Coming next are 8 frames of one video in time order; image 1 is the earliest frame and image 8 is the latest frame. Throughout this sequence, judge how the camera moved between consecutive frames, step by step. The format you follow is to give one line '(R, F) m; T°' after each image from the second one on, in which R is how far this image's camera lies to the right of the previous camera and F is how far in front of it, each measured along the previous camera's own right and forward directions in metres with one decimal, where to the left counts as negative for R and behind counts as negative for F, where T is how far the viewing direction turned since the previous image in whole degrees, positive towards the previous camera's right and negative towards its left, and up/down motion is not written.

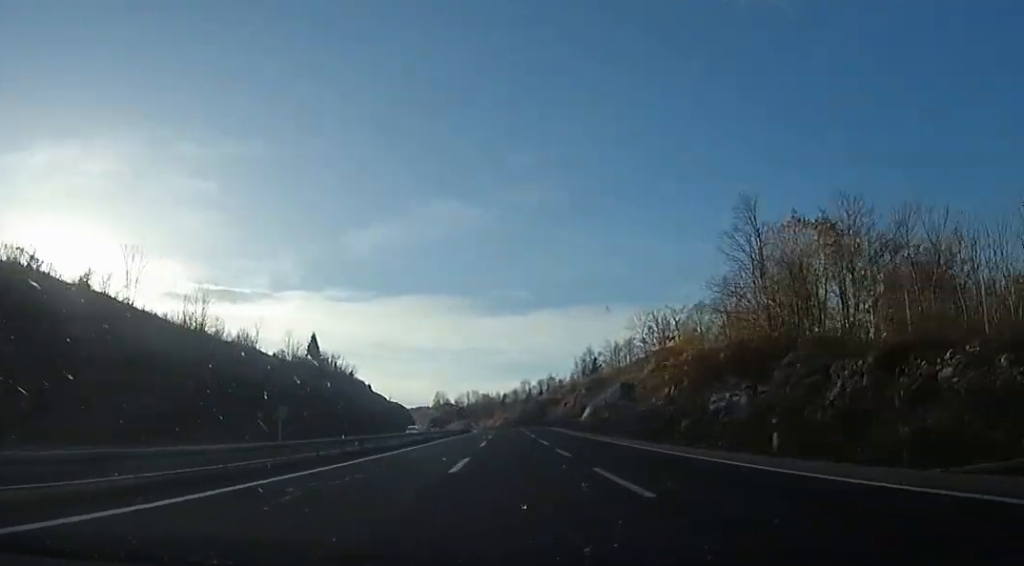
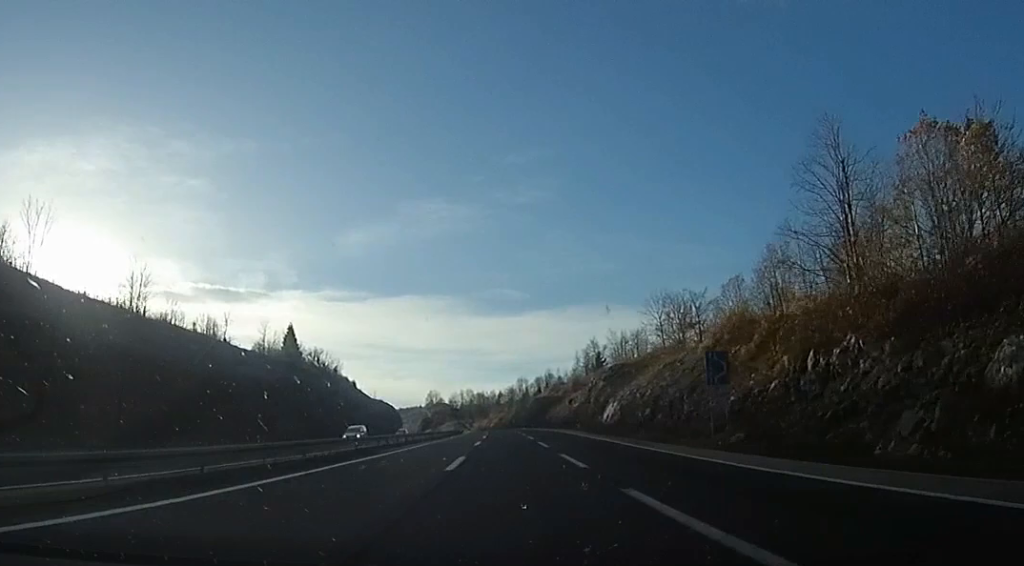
(+0.7, +16.8) m; +2°
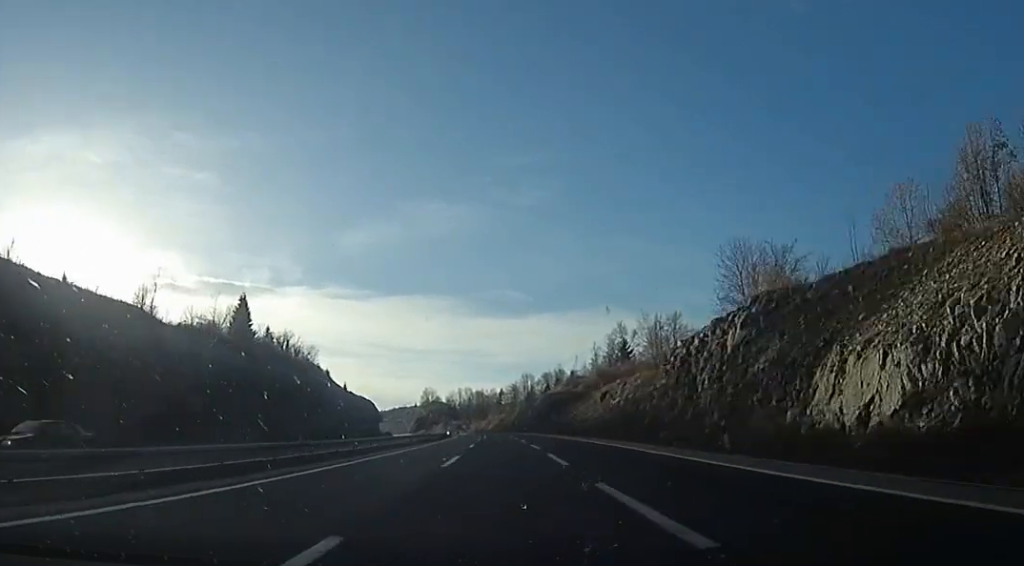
(+0.4, +34.4) m; +1°
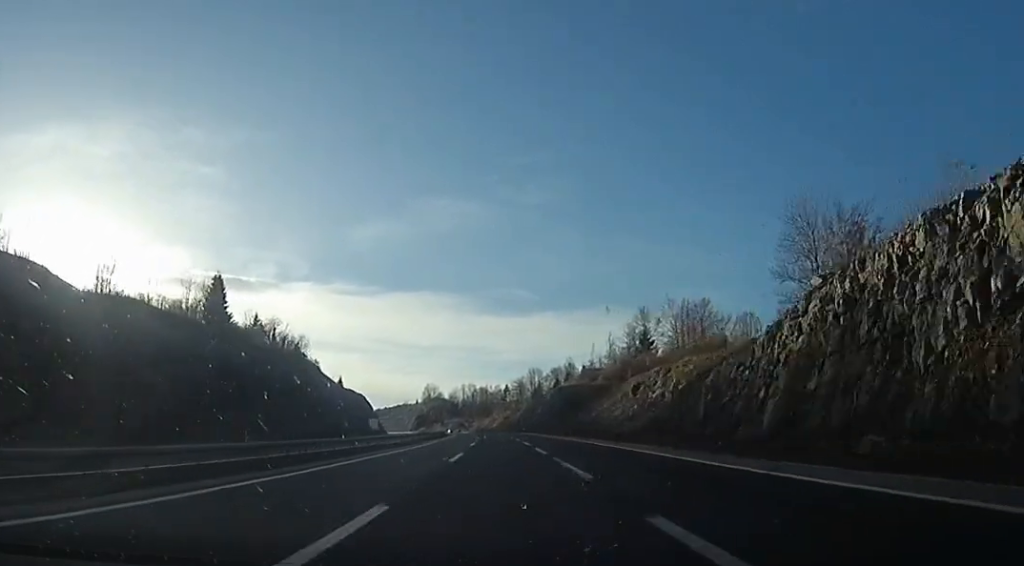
(0.0, +15.7) m; -2°
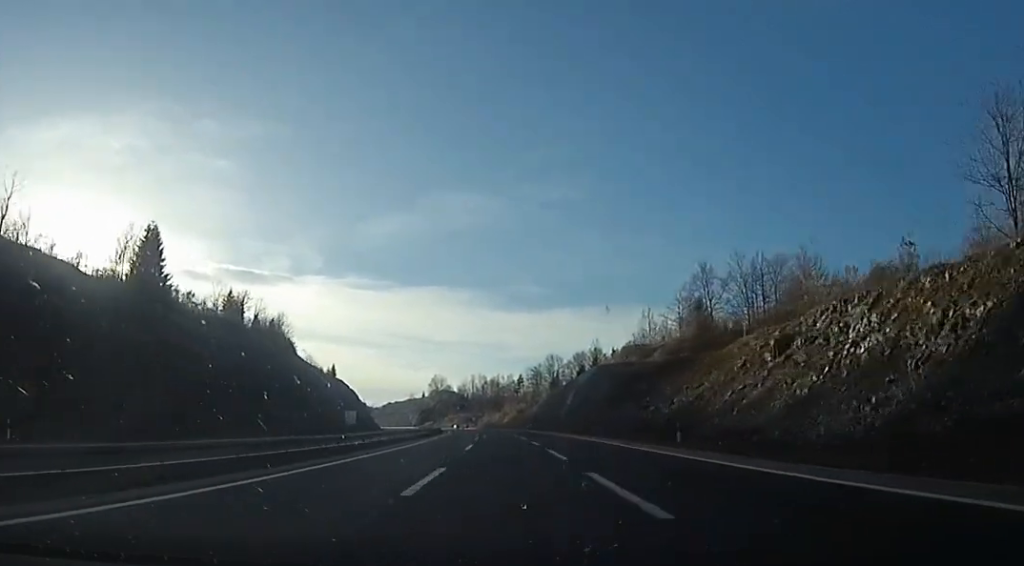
(-0.9, +28.9) m; -1°
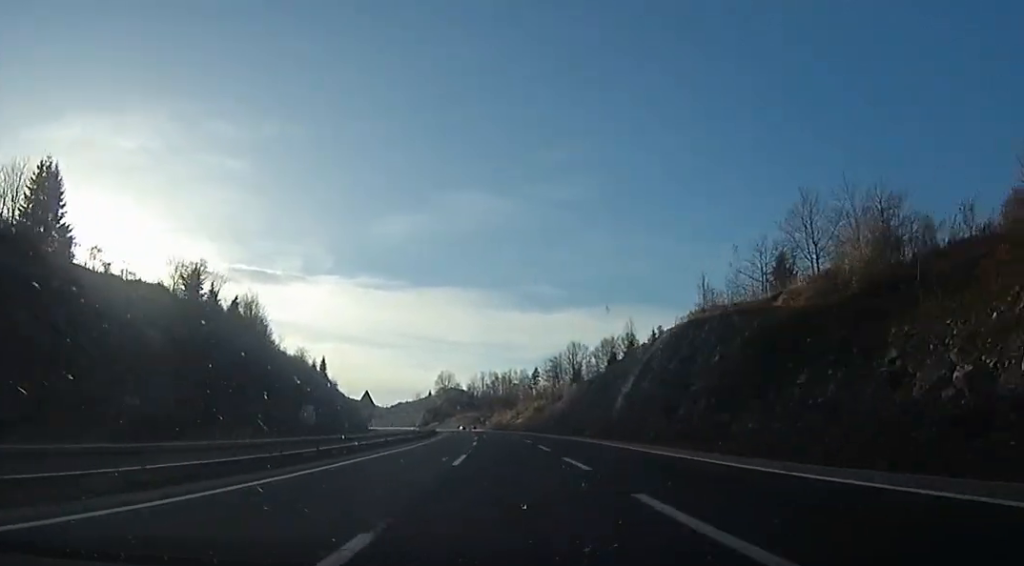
(+0.2, +27.6) m; 0°
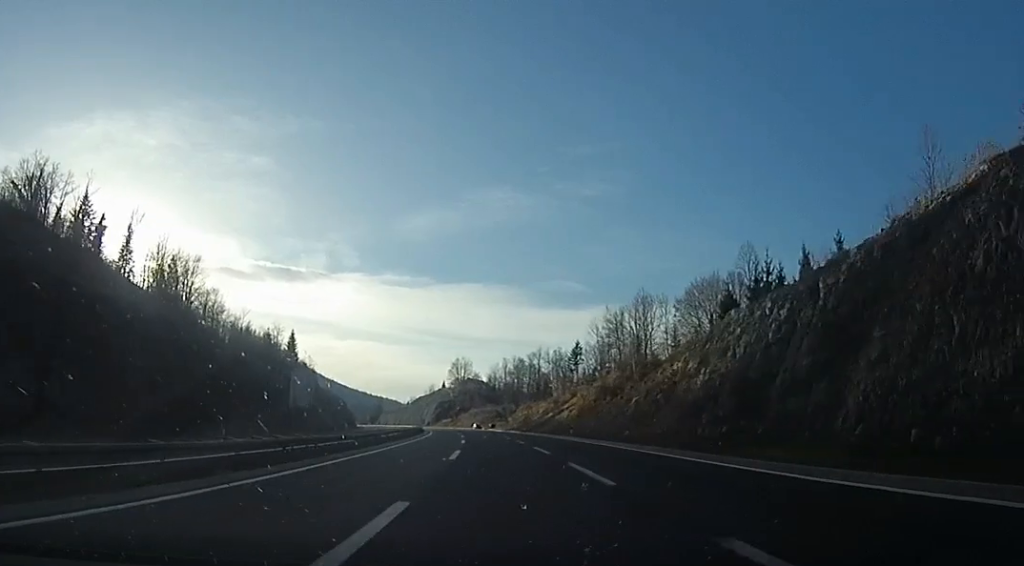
(-1.4, +51.4) m; -4°
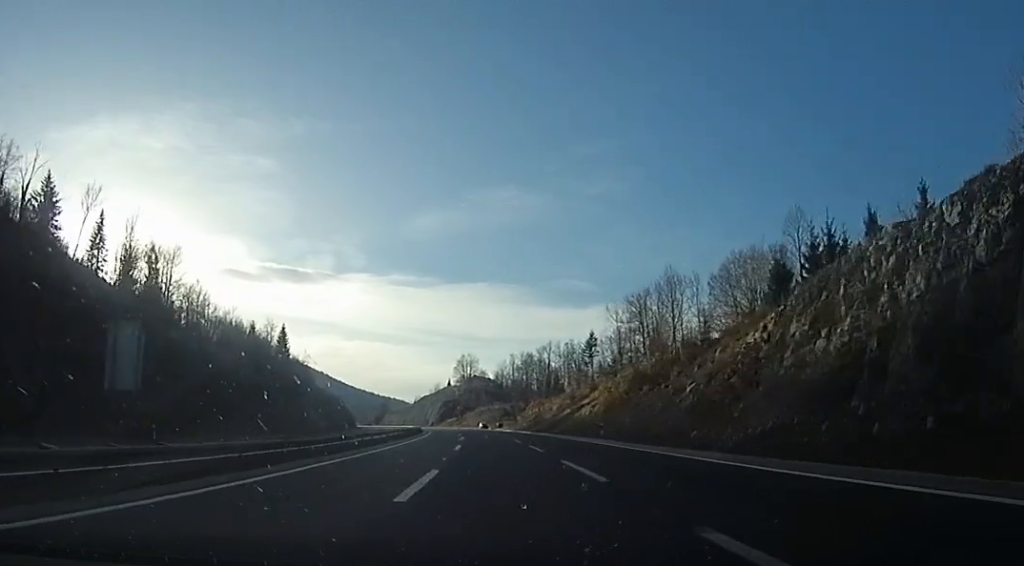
(+0.2, +11.6) m; -1°
